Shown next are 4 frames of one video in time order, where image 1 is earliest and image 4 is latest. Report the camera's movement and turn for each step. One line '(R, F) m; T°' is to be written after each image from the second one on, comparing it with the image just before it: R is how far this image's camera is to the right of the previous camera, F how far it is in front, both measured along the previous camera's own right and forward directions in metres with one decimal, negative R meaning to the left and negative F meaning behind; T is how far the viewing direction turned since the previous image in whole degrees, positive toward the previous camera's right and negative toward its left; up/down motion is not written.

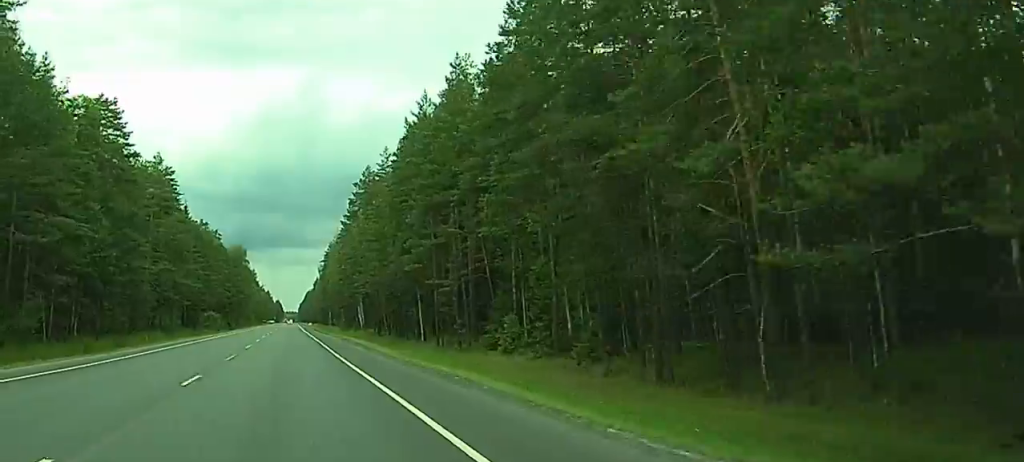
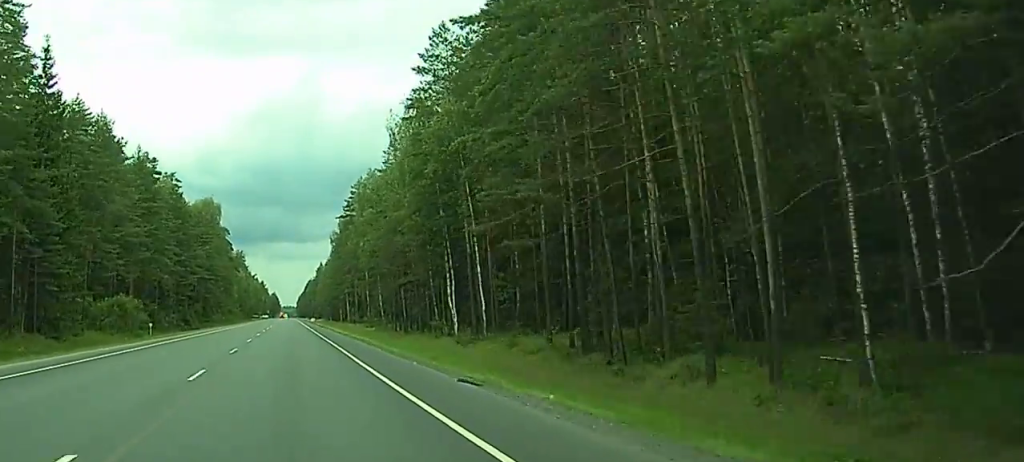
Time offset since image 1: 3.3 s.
(-0.6, +95.8) m; 0°
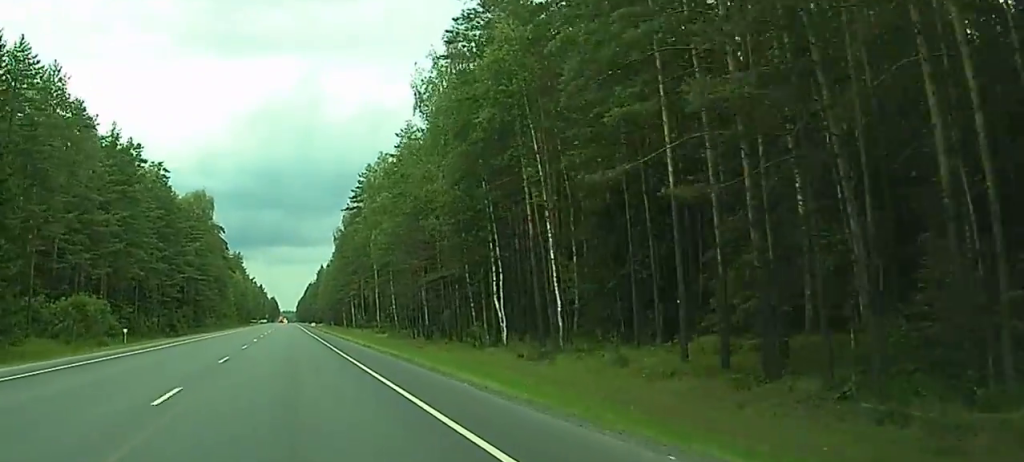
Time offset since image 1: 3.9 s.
(-0.2, +16.3) m; -1°
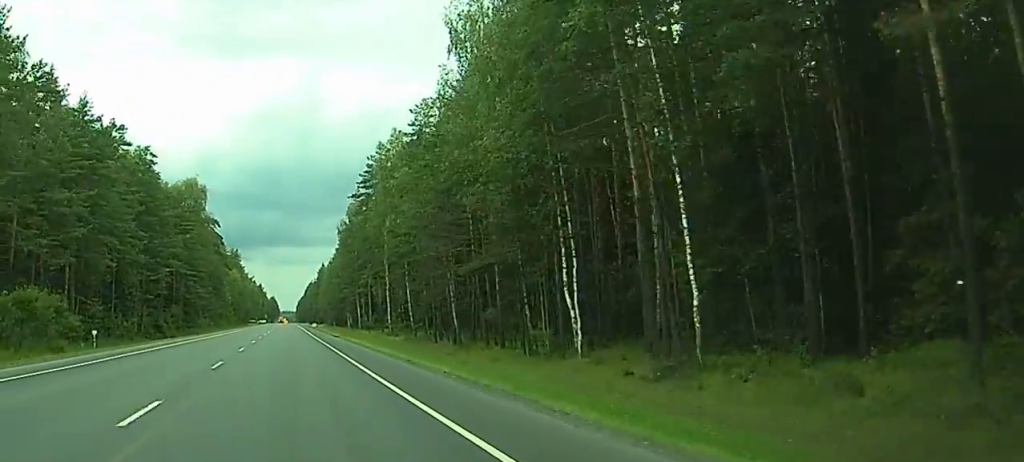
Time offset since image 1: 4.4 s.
(0.0, +14.4) m; 0°
